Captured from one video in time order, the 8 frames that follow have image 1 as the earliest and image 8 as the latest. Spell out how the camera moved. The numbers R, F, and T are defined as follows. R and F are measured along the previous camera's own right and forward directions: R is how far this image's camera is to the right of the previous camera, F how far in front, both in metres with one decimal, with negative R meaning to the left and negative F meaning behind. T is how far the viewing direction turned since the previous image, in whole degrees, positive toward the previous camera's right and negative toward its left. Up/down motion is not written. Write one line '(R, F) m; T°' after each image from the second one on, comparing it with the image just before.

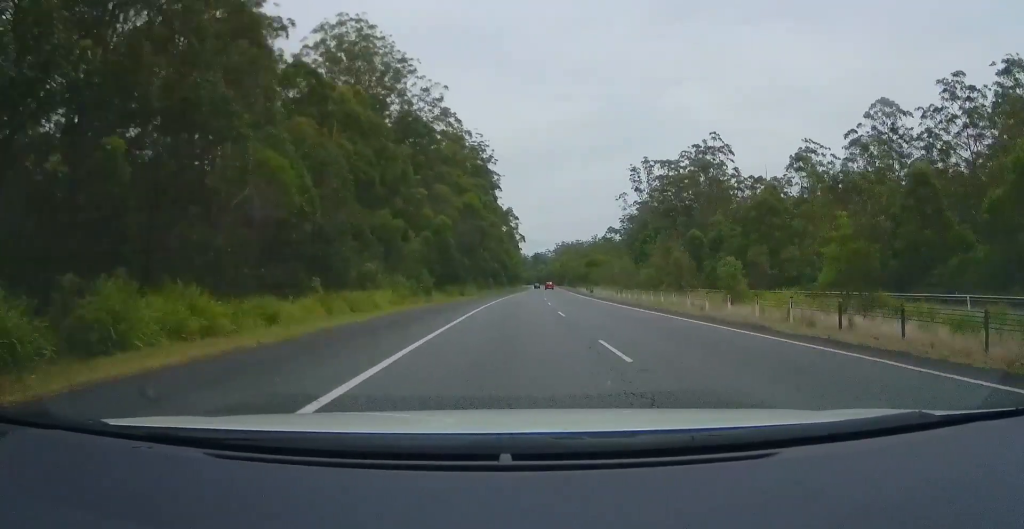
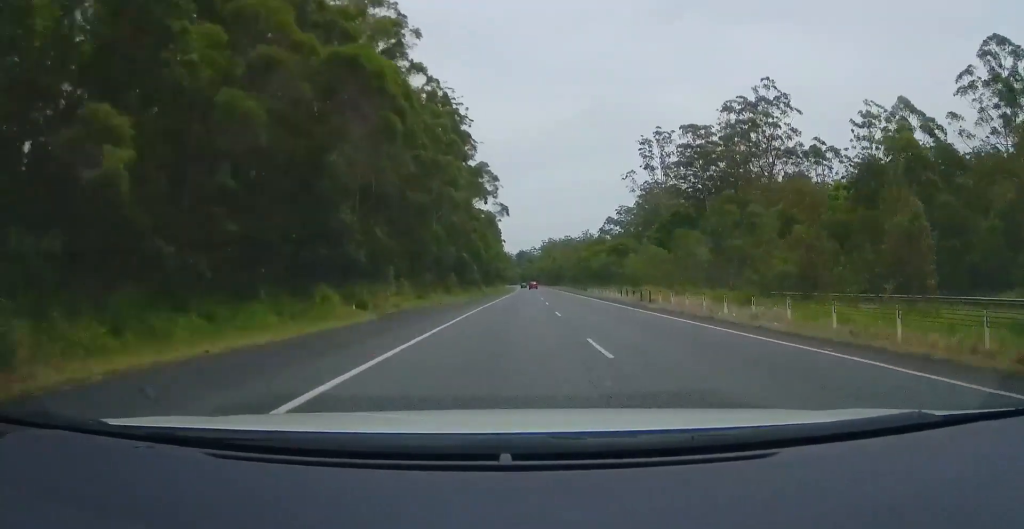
(+0.7, +35.4) m; +1°
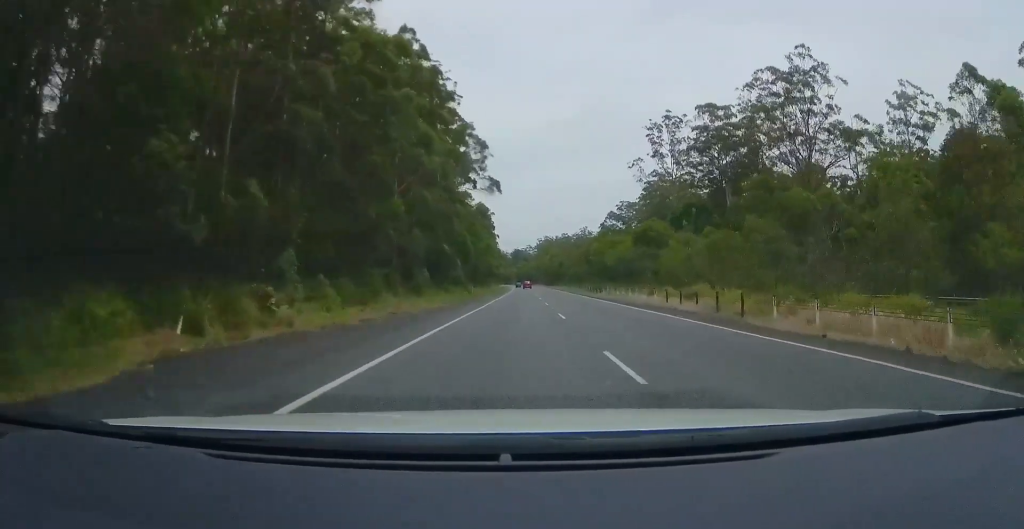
(0.0, +14.6) m; 0°
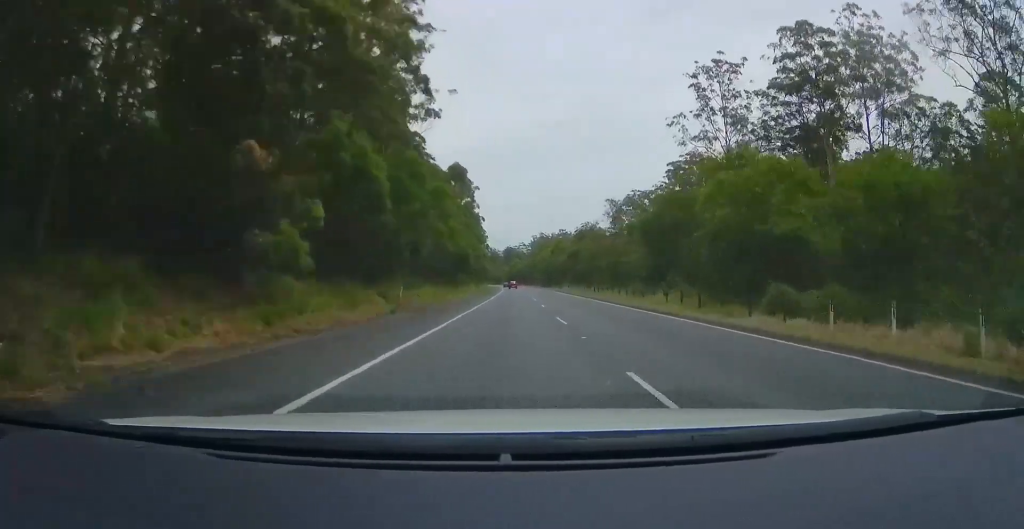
(+0.3, +37.6) m; +1°
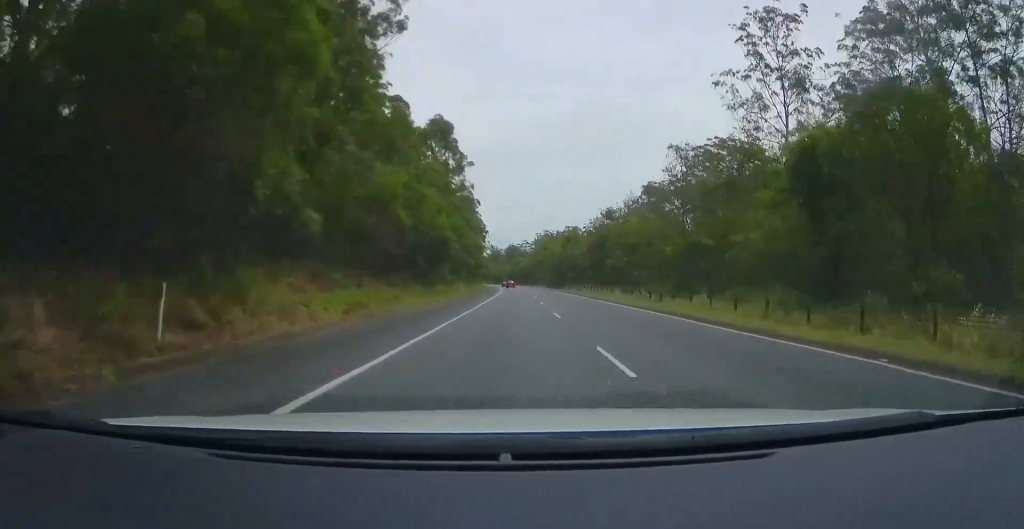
(+0.1, +21.8) m; -1°
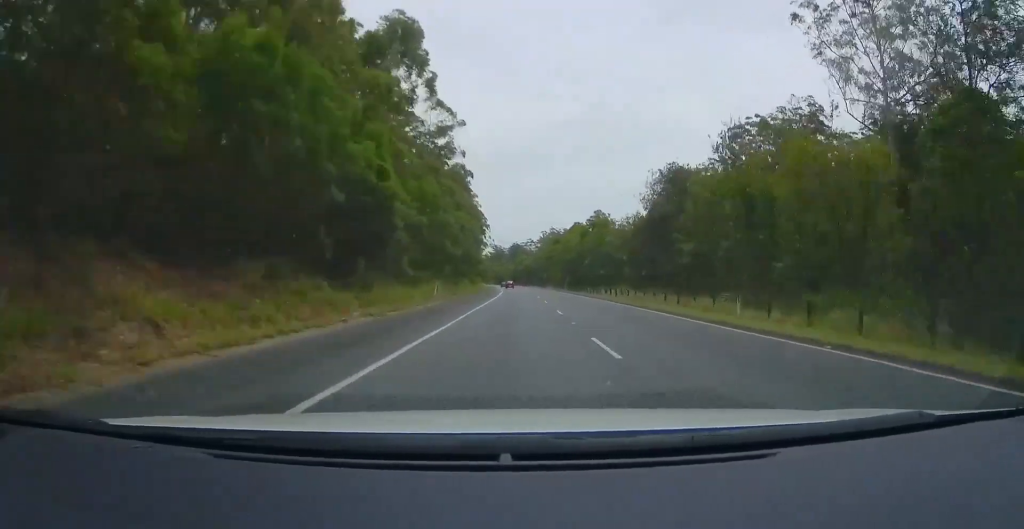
(-0.1, +21.7) m; -1°
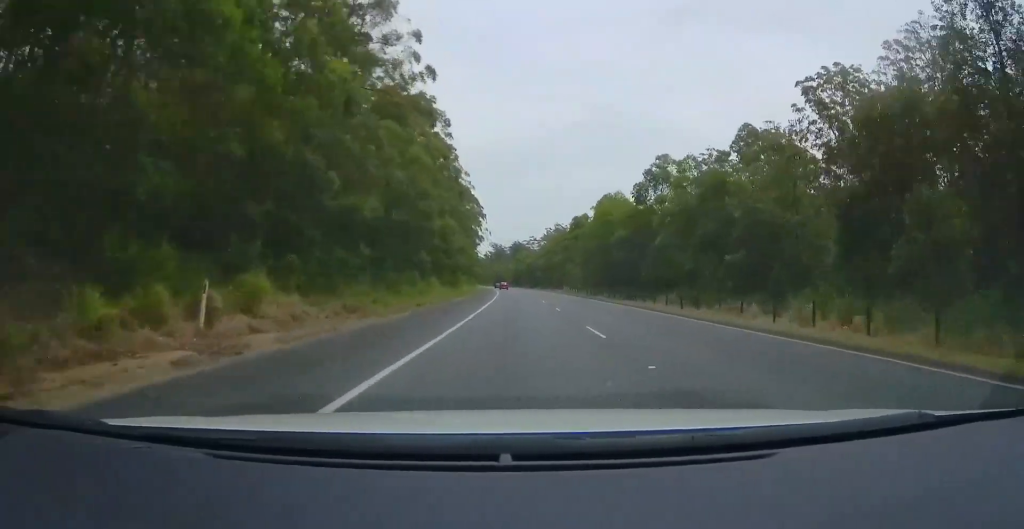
(-0.7, +32.5) m; 0°
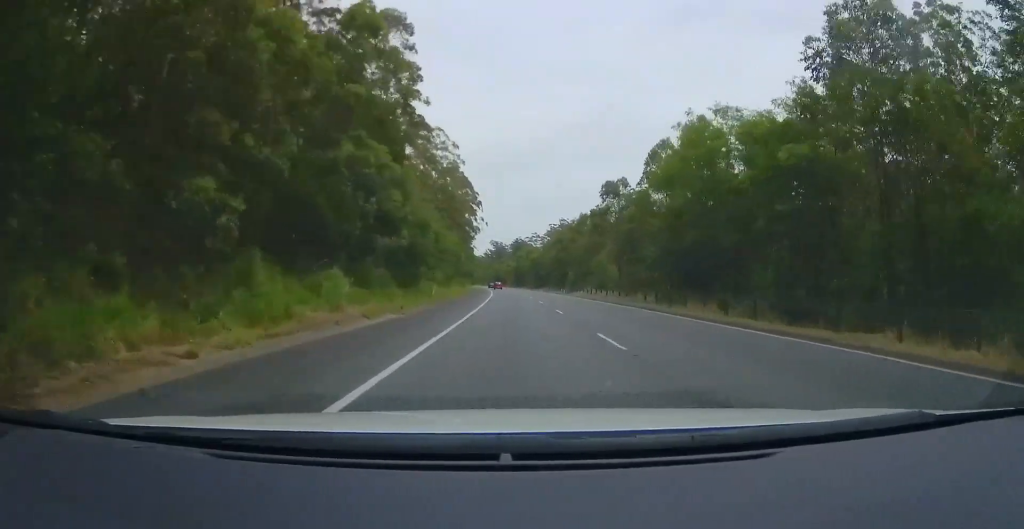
(+0.4, +26.4) m; 0°
